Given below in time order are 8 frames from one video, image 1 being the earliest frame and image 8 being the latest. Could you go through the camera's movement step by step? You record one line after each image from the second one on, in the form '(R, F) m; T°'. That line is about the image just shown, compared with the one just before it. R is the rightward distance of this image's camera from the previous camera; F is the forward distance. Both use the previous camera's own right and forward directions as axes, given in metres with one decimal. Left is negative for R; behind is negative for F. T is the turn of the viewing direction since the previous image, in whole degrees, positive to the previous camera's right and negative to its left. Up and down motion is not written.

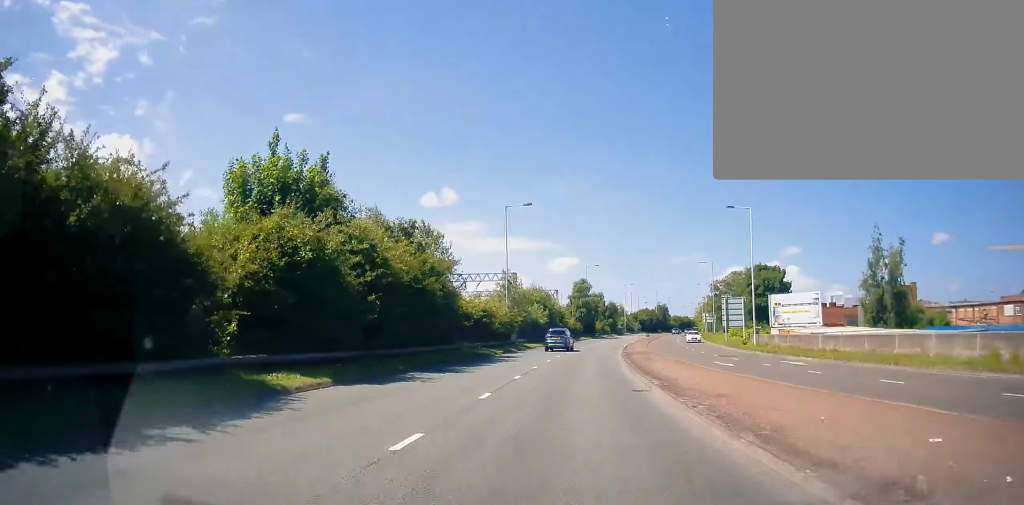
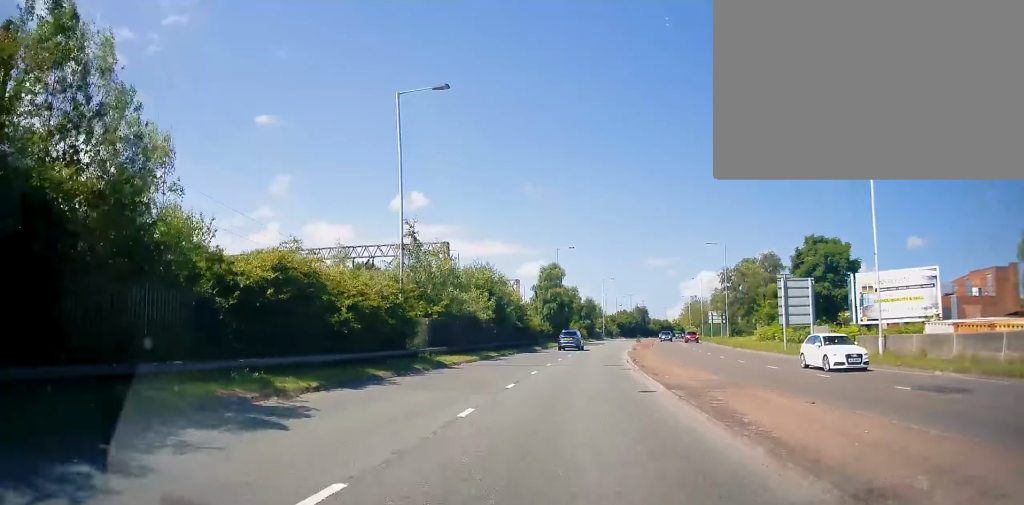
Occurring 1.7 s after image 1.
(+0.8, +25.4) m; +4°
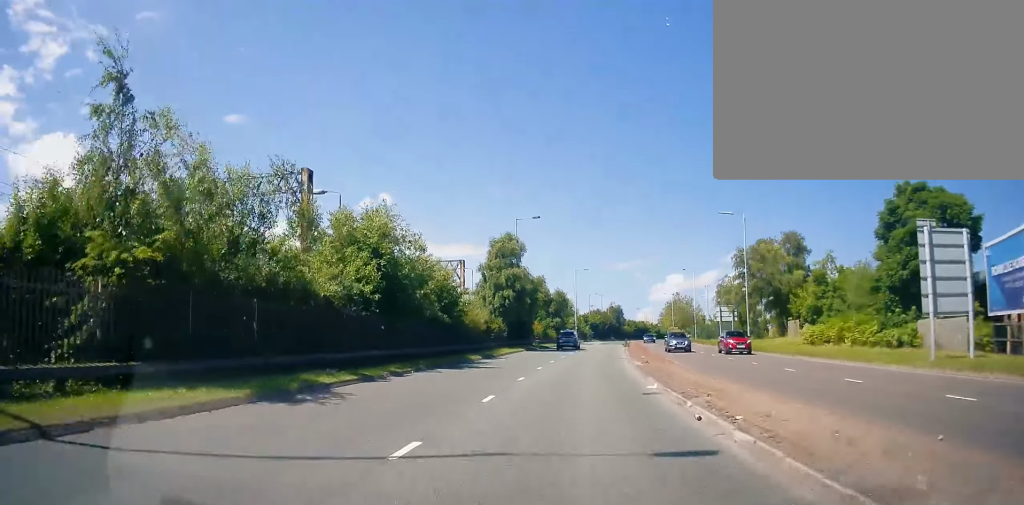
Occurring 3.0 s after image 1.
(+0.4, +20.6) m; +3°
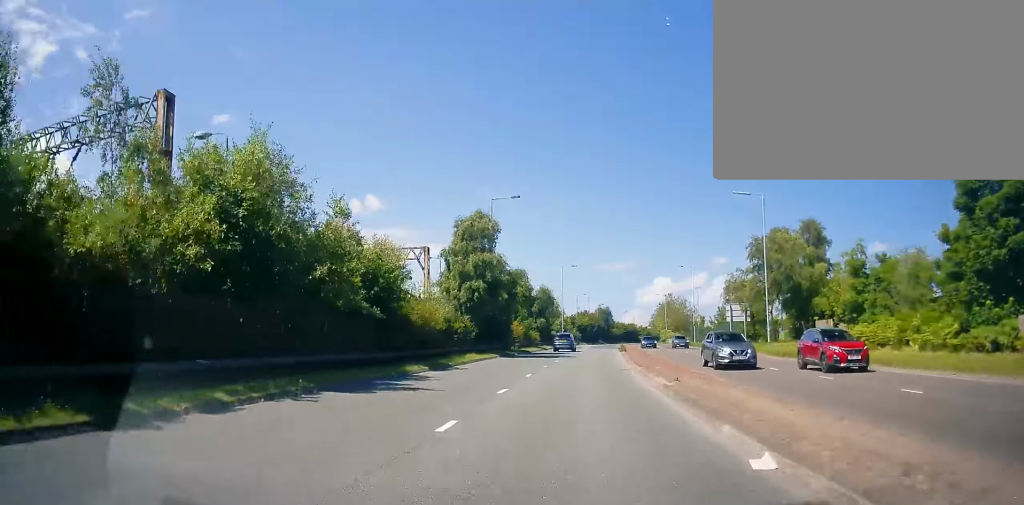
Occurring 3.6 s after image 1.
(+0.3, +9.4) m; +1°
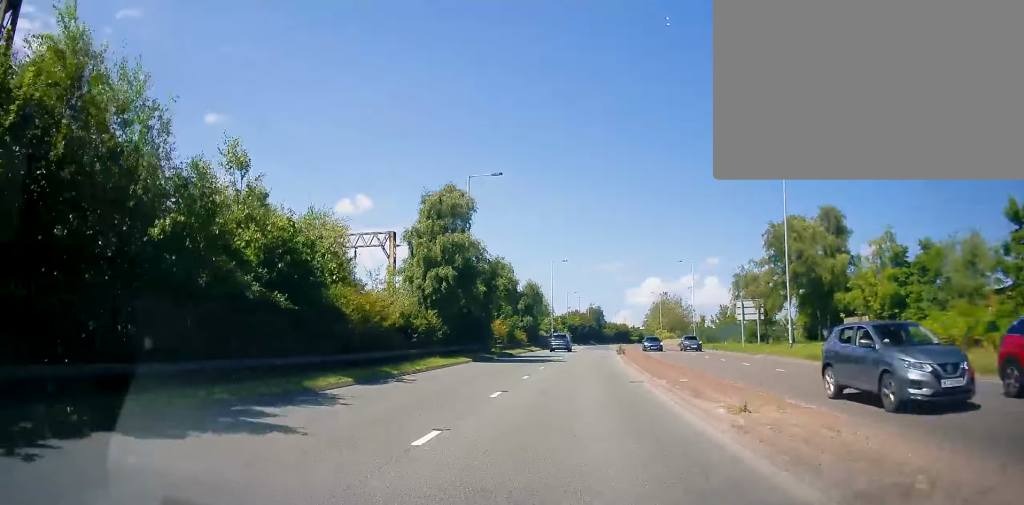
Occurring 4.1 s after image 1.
(+0.1, +6.9) m; +1°
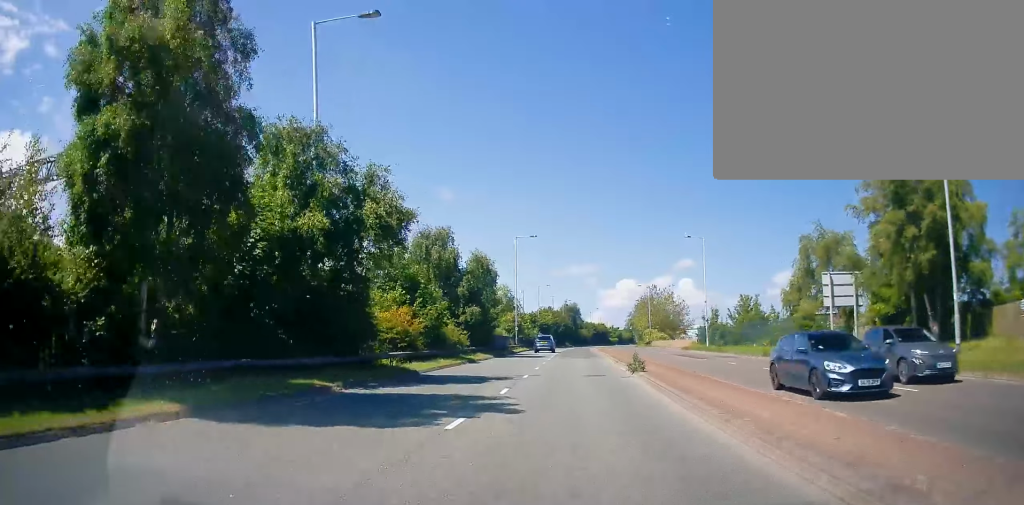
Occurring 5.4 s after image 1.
(+0.5, +21.9) m; +3°
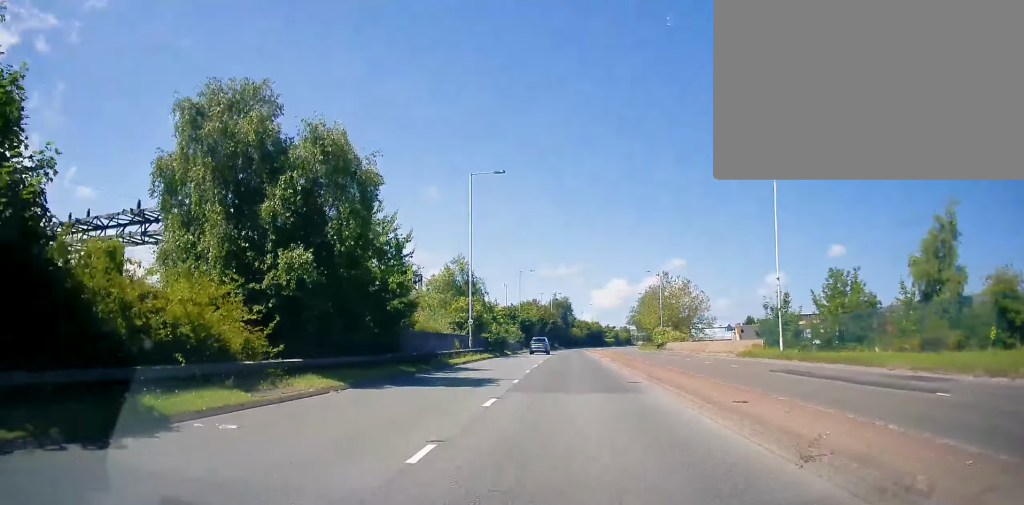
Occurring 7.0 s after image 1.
(+0.4, +25.4) m; +1°
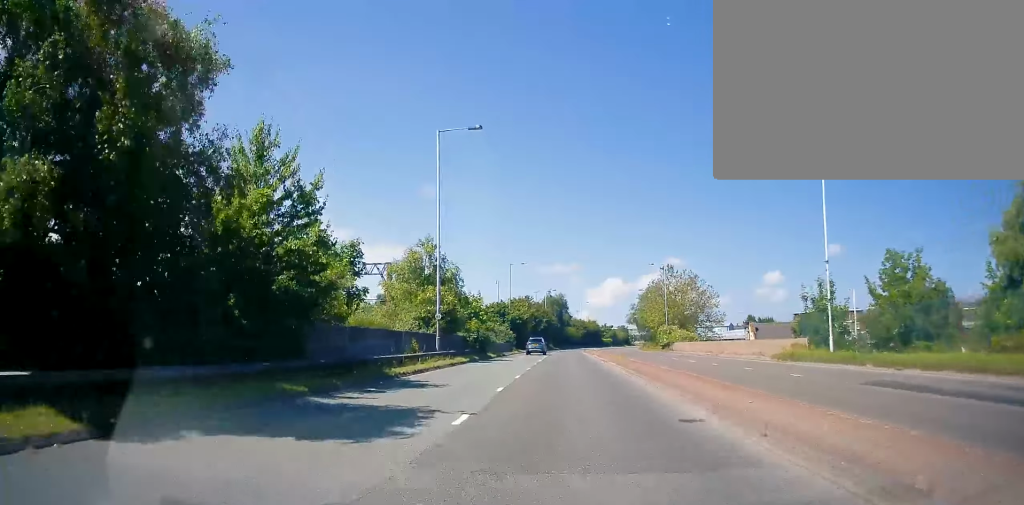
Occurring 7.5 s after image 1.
(0.0, +8.8) m; 0°
